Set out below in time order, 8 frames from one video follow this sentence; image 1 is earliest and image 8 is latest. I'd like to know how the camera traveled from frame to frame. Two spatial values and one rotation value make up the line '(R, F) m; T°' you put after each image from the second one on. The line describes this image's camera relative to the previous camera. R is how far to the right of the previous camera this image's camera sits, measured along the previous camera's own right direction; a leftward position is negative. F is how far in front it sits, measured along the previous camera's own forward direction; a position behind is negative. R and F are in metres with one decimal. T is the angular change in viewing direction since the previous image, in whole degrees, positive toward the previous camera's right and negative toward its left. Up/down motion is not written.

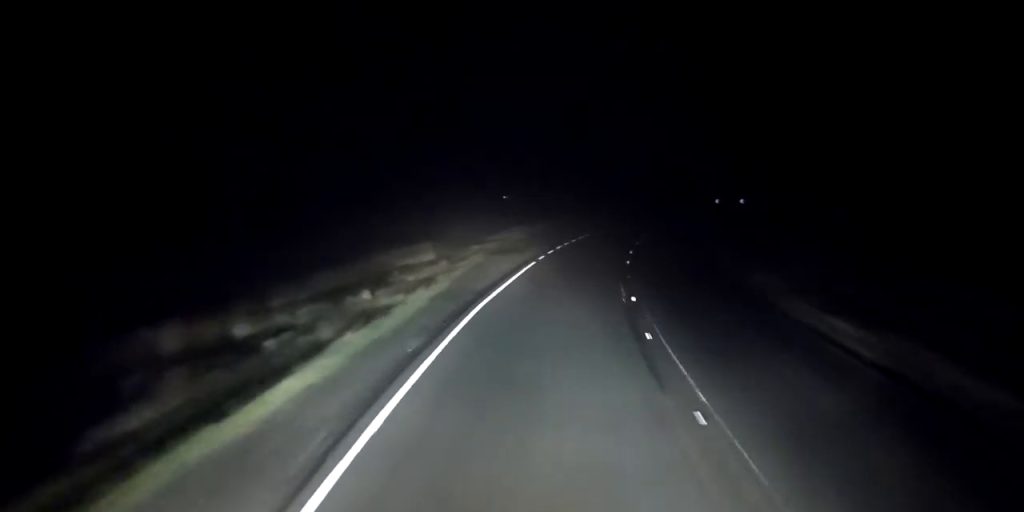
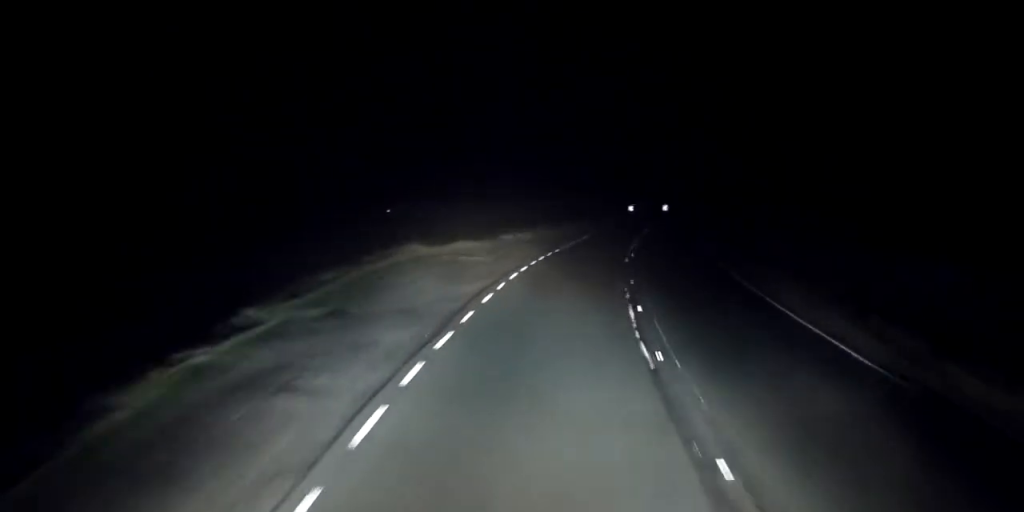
(+2.1, +23.5) m; +10°
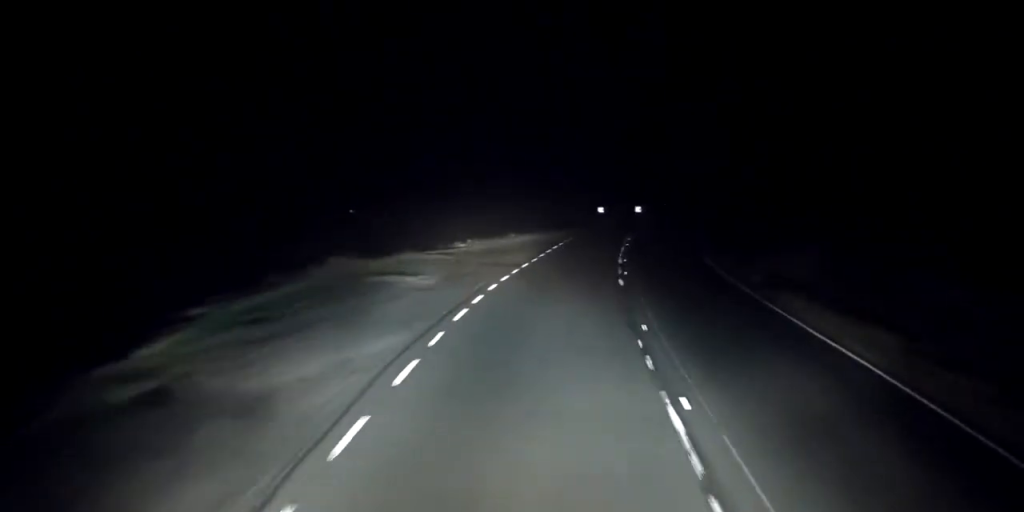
(+0.1, +6.8) m; +2°
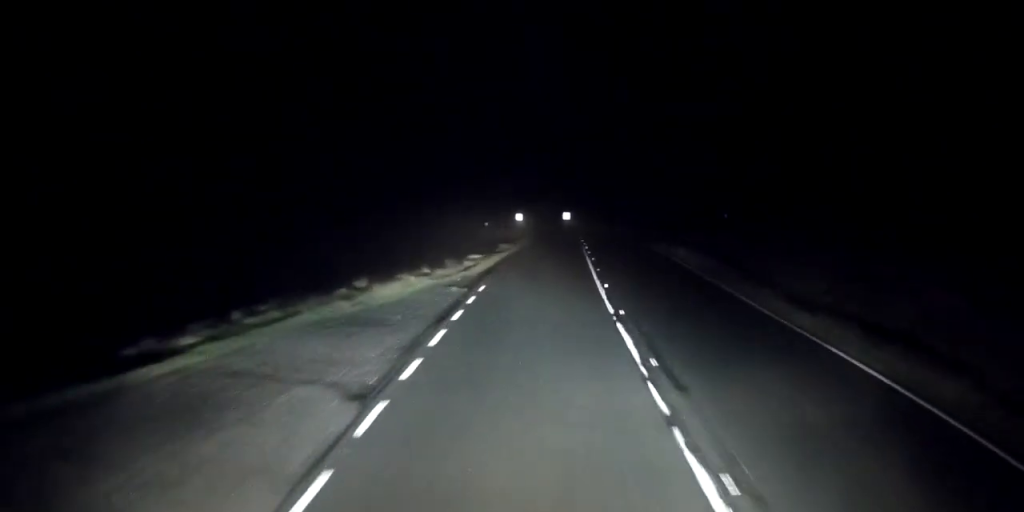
(+1.1, +19.6) m; +5°
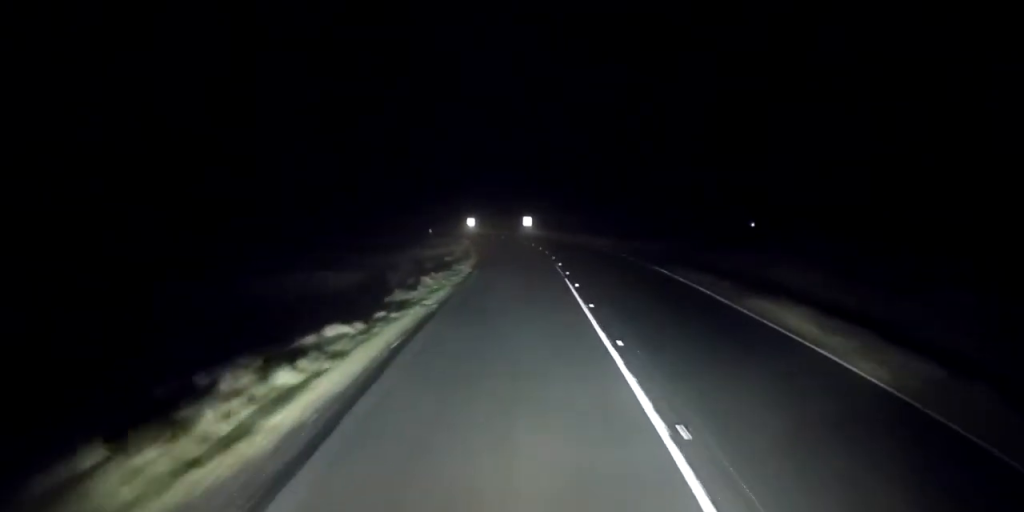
(+0.4, +15.2) m; +2°
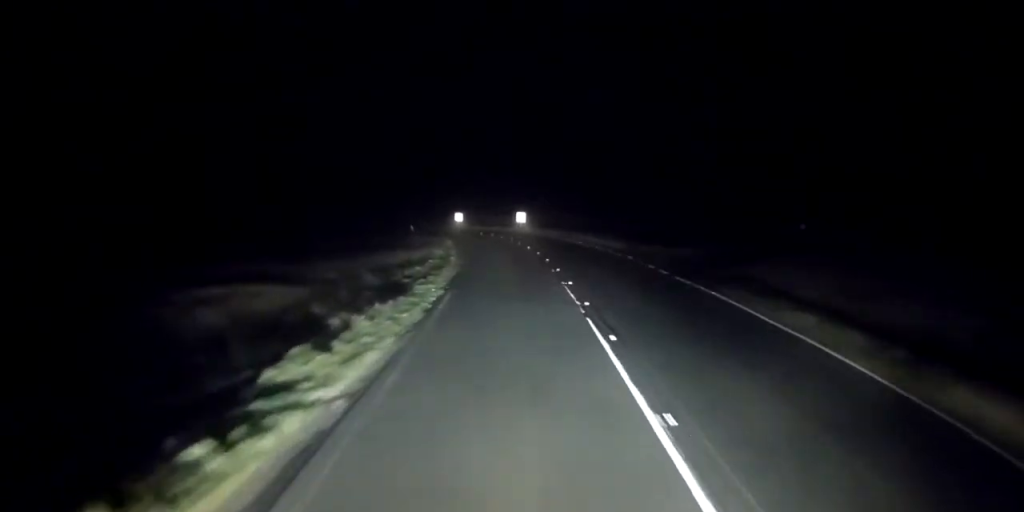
(0.0, +8.2) m; 0°
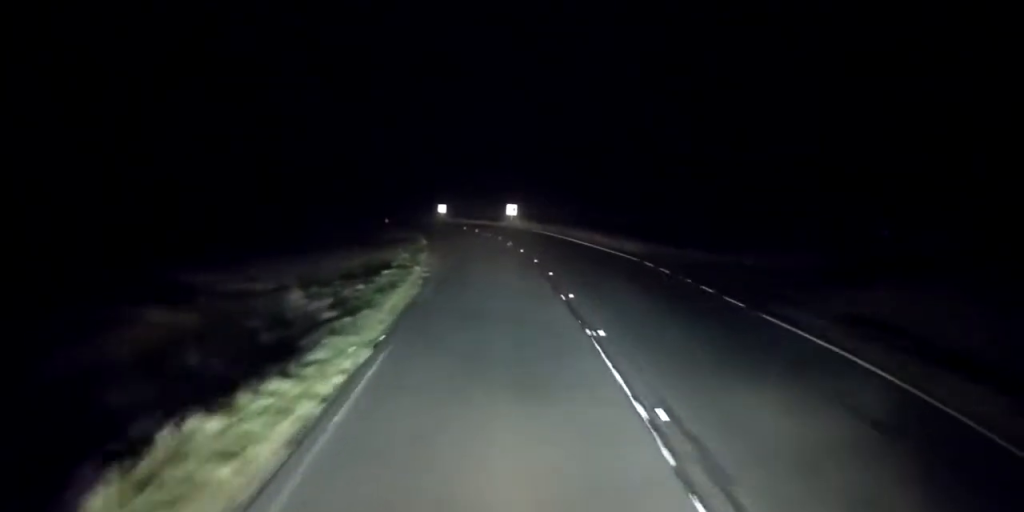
(0.0, +8.3) m; -1°
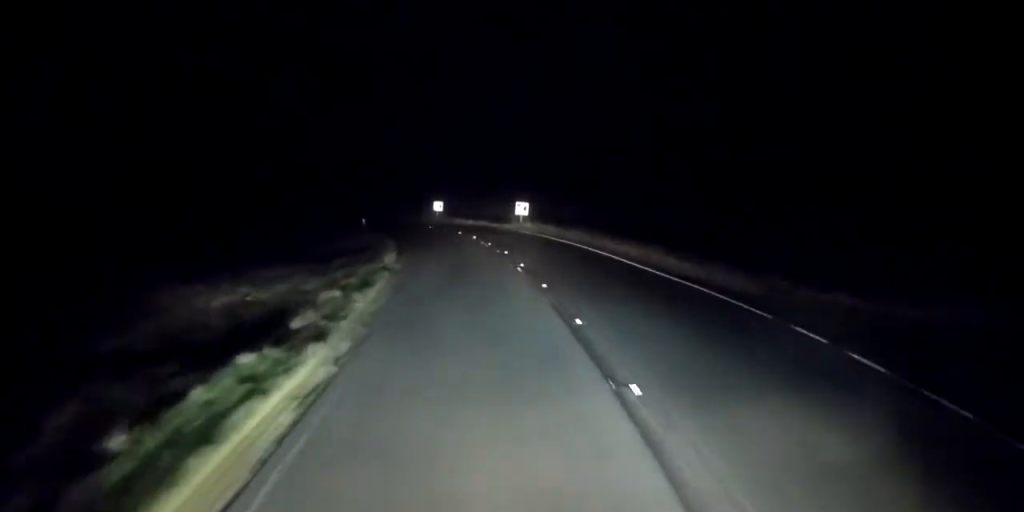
(-0.2, +11.8) m; -2°
